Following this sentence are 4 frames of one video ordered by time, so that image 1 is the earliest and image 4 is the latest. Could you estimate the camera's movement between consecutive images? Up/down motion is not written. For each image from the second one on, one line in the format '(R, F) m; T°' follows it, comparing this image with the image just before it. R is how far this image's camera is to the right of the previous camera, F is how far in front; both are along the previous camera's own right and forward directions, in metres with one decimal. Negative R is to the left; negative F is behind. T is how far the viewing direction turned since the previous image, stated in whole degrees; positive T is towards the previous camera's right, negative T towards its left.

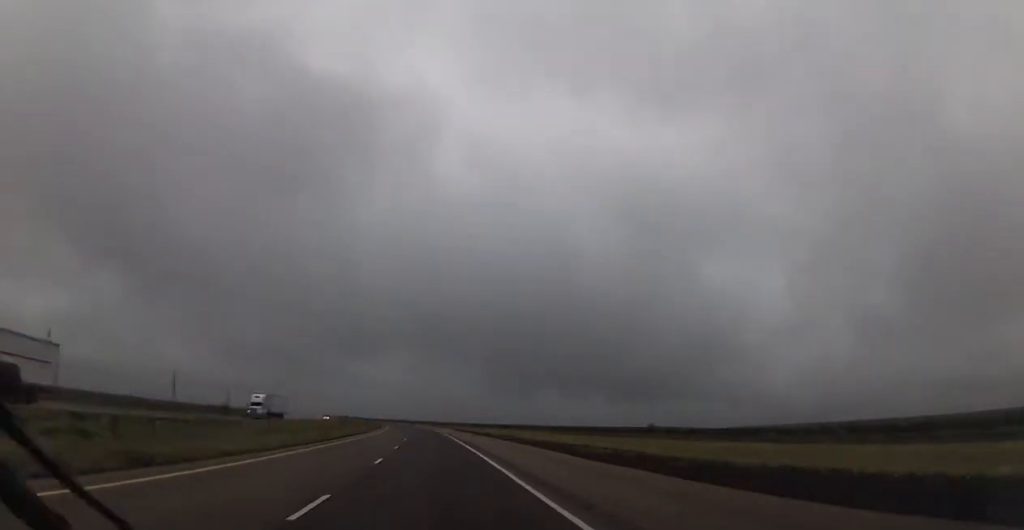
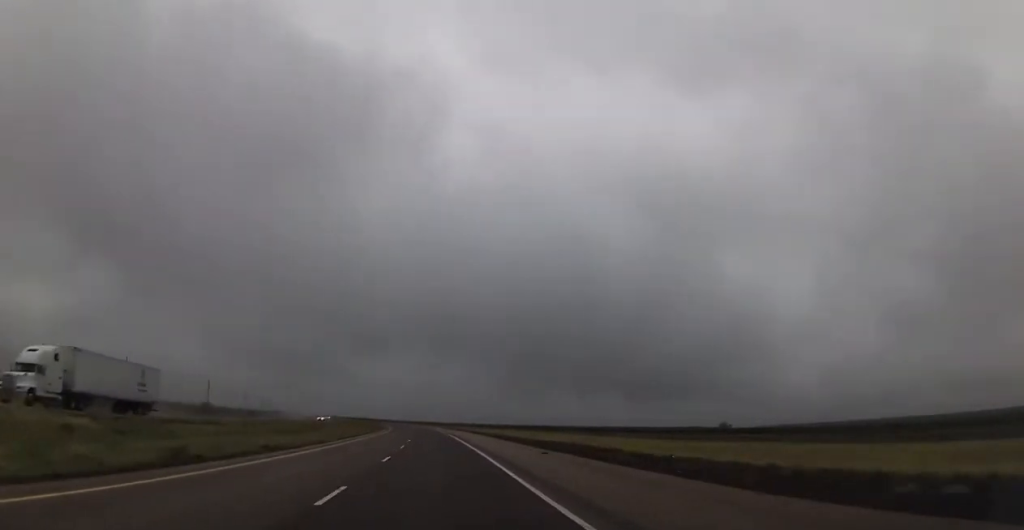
(-0.3, +35.1) m; -1°
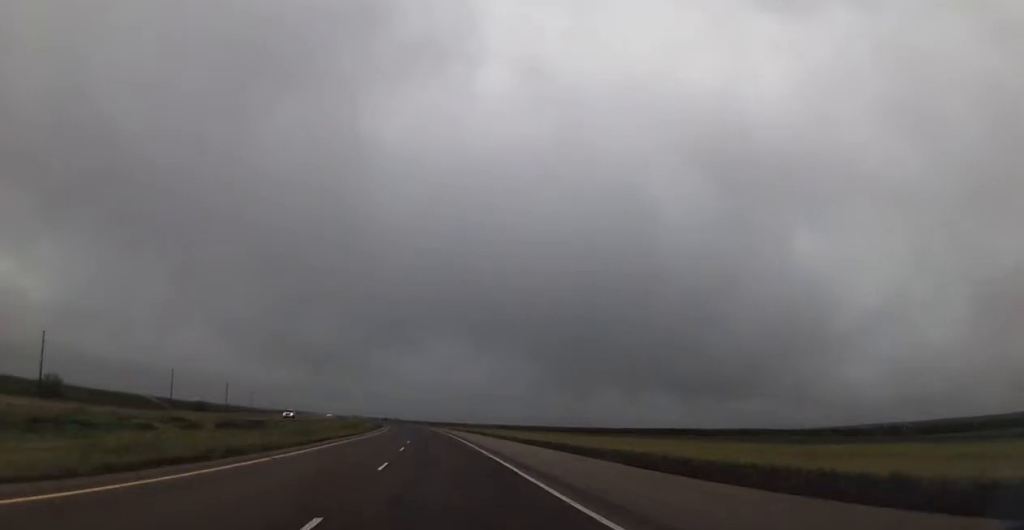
(-4.1, +102.7) m; -4°
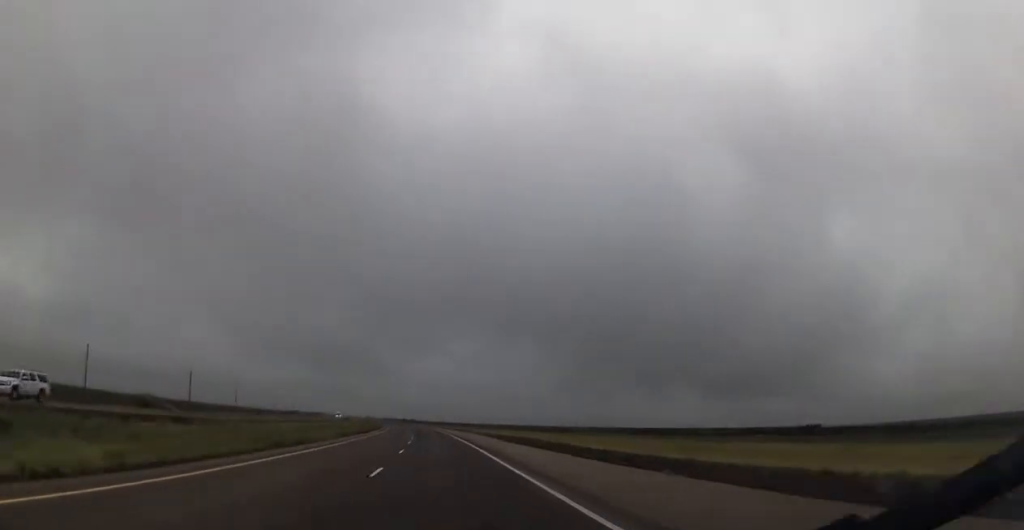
(-0.3, +50.8) m; -1°
